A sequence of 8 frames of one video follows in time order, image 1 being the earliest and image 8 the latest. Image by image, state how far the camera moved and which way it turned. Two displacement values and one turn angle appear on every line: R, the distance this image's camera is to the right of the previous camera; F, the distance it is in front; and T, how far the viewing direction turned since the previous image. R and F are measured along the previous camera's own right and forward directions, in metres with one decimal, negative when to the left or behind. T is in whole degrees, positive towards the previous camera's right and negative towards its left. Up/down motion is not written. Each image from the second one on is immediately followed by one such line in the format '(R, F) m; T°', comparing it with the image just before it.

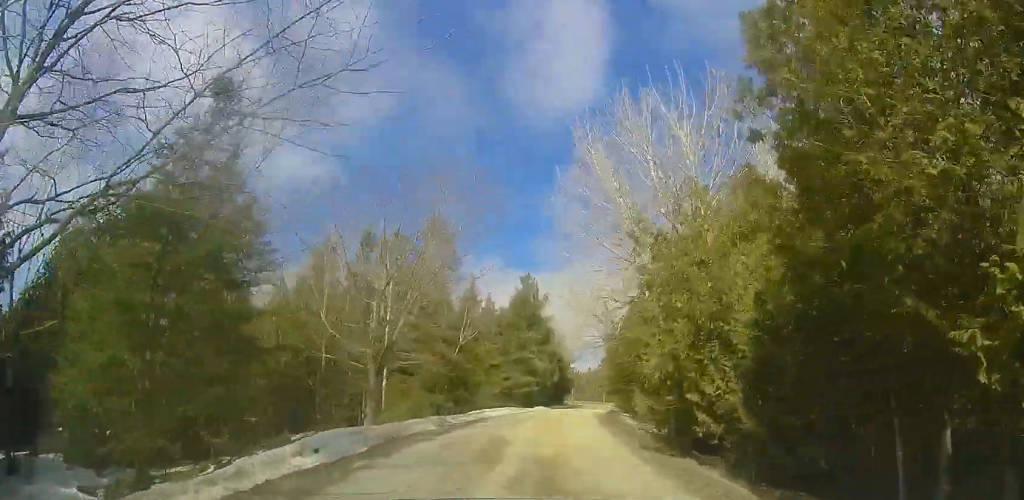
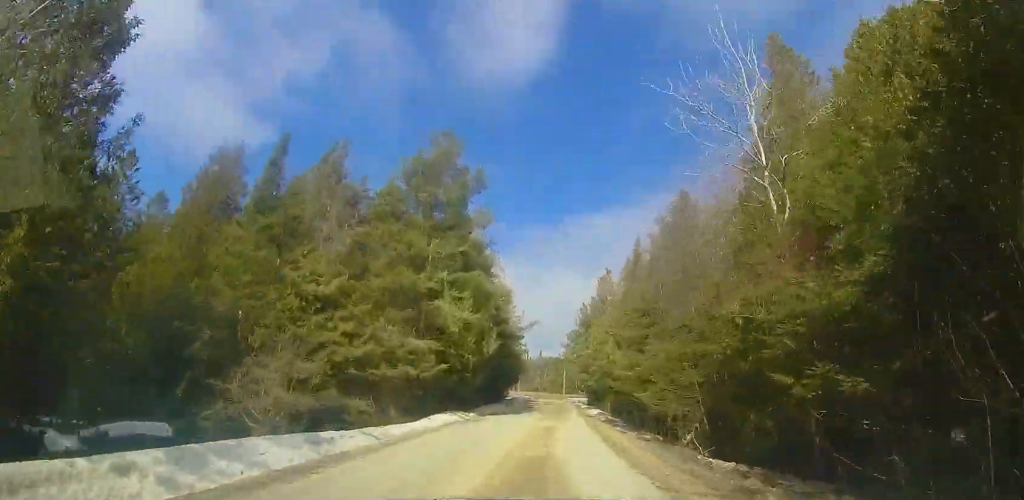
(+1.1, +29.6) m; +9°
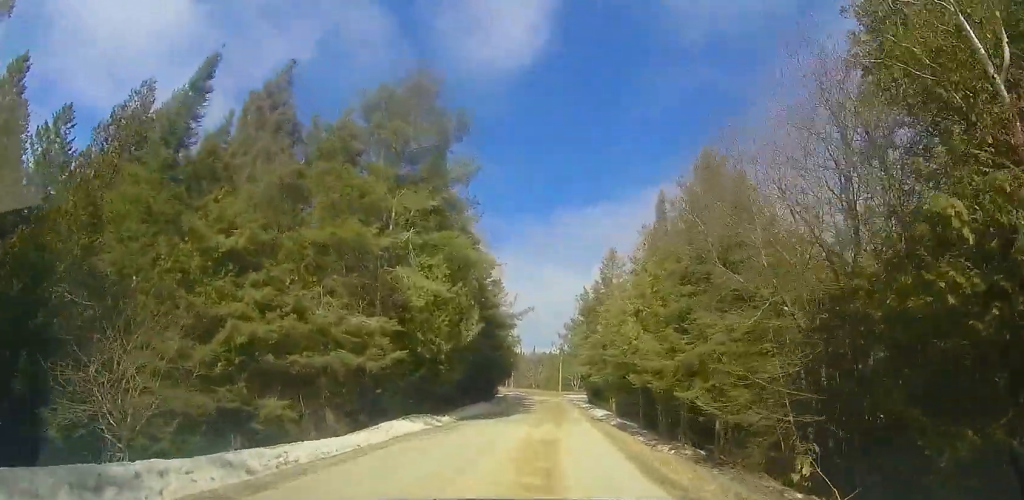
(+0.1, +5.5) m; +1°
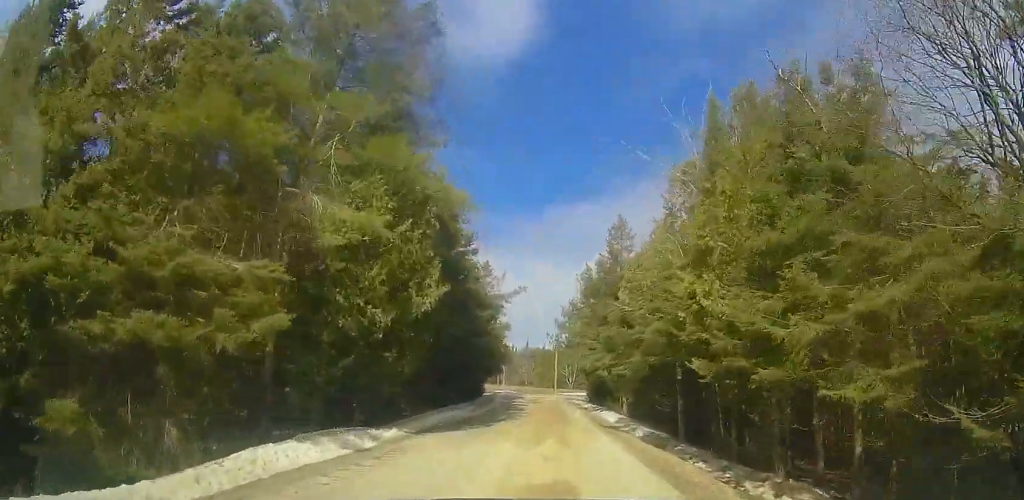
(0.0, +6.5) m; 0°
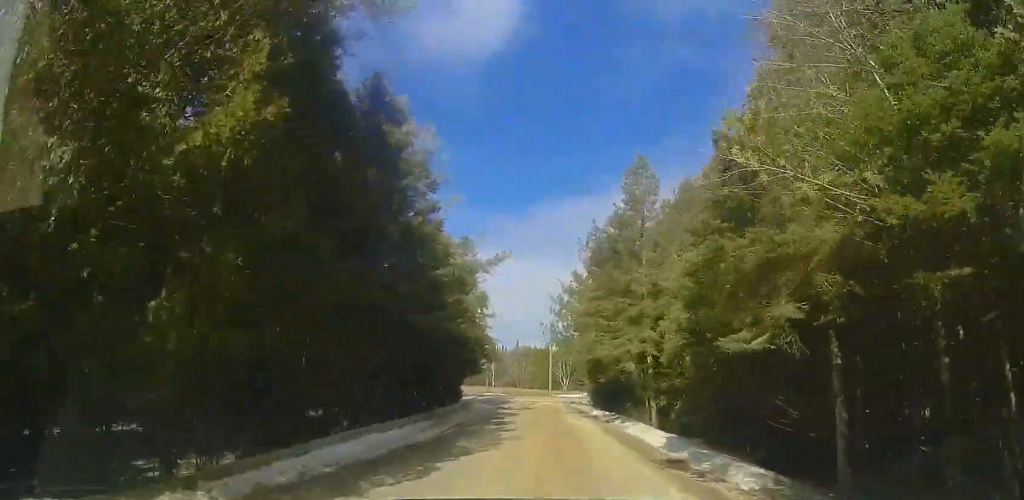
(0.0, +8.6) m; 0°
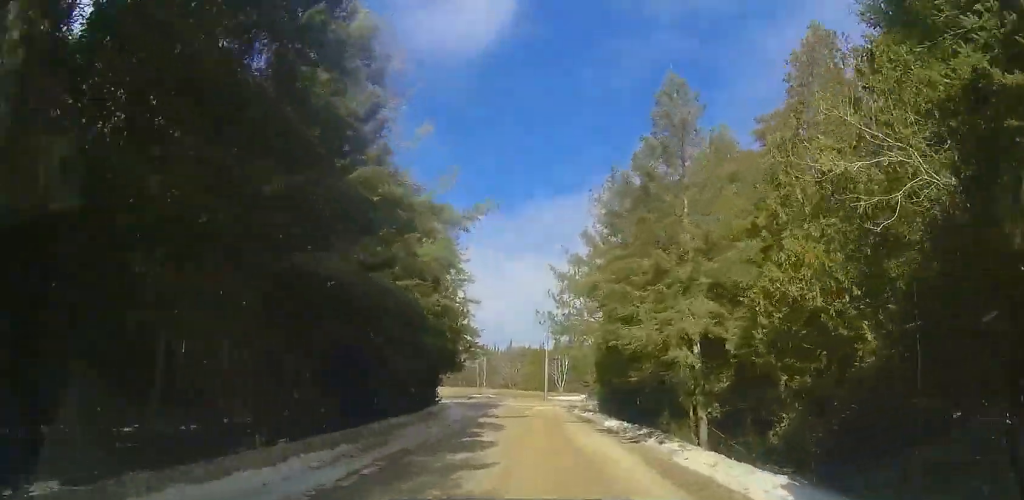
(0.0, +6.6) m; +2°
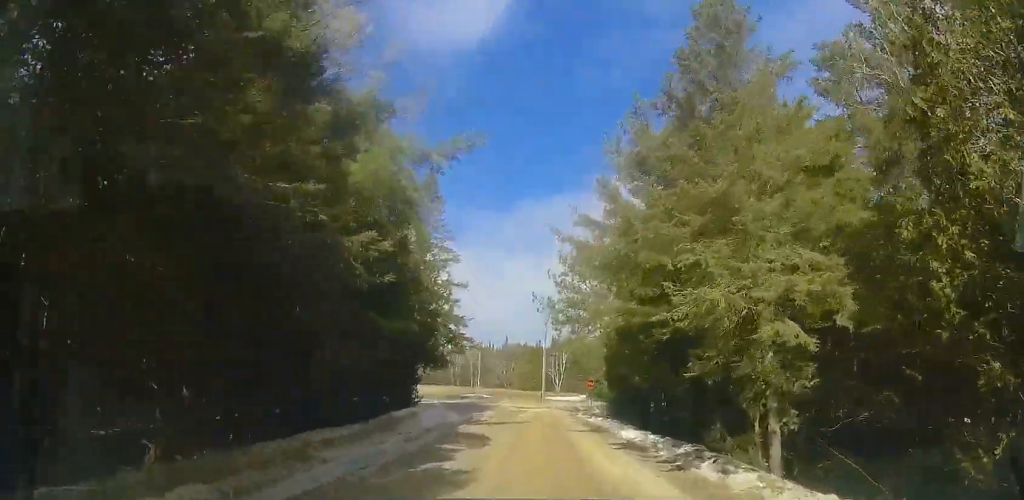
(-0.1, +4.5) m; +1°
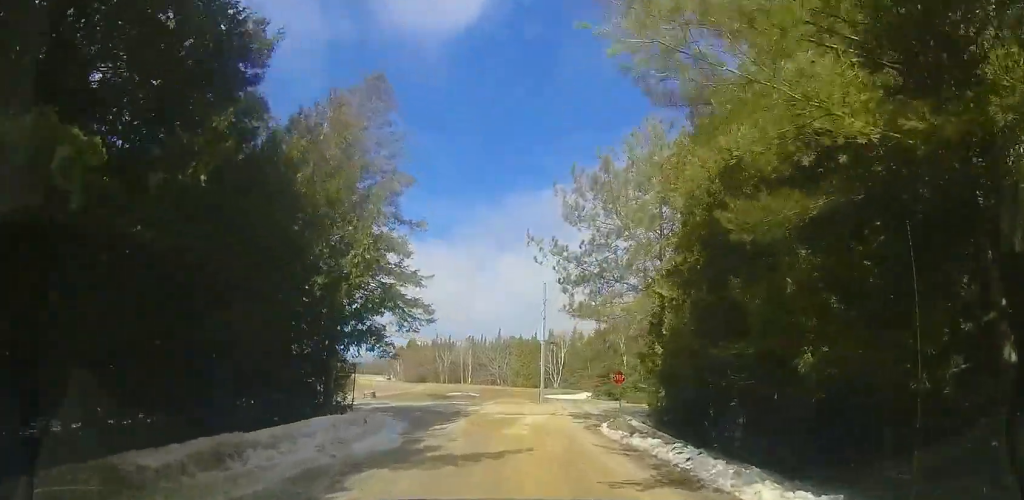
(+0.5, +9.4) m; +2°
